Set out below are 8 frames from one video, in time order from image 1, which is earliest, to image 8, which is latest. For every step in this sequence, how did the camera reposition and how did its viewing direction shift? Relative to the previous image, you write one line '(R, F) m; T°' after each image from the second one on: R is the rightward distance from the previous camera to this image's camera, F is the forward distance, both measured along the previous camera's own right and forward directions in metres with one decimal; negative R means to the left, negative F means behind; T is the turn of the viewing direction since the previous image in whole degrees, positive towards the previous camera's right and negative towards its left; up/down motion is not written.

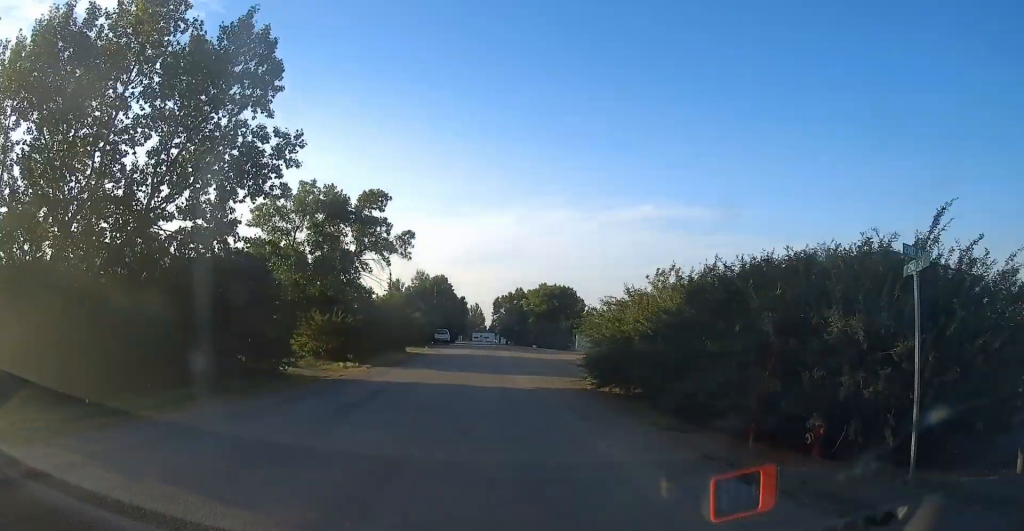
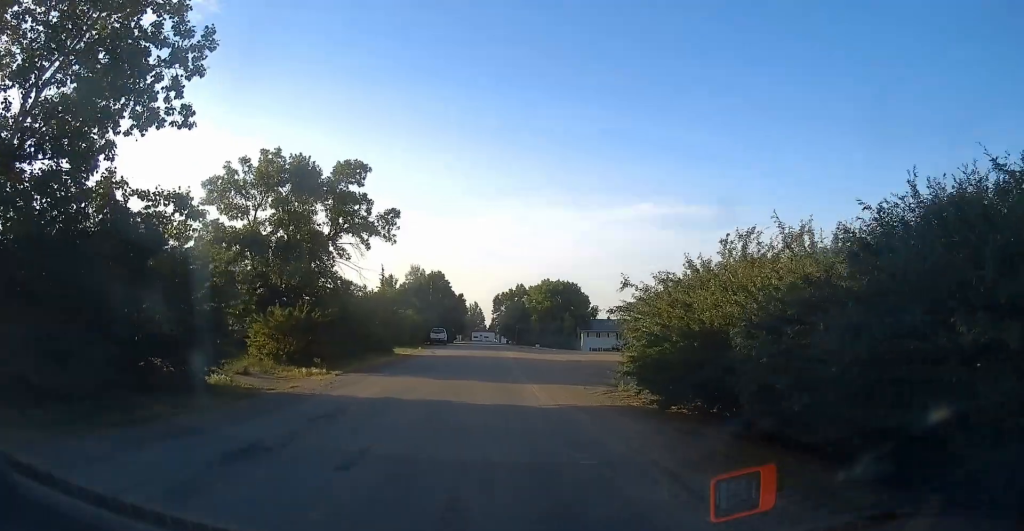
(0.0, +6.7) m; +3°
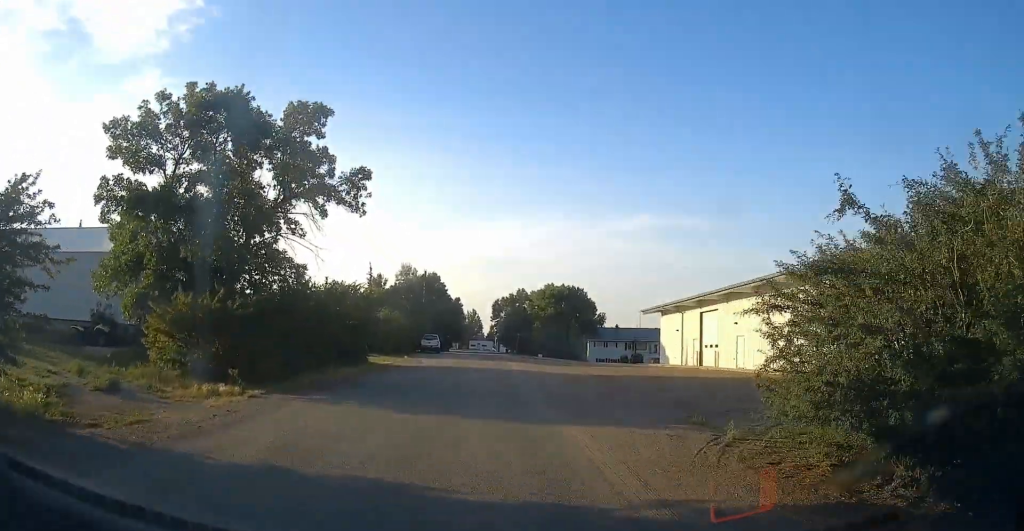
(+0.5, +9.1) m; +1°
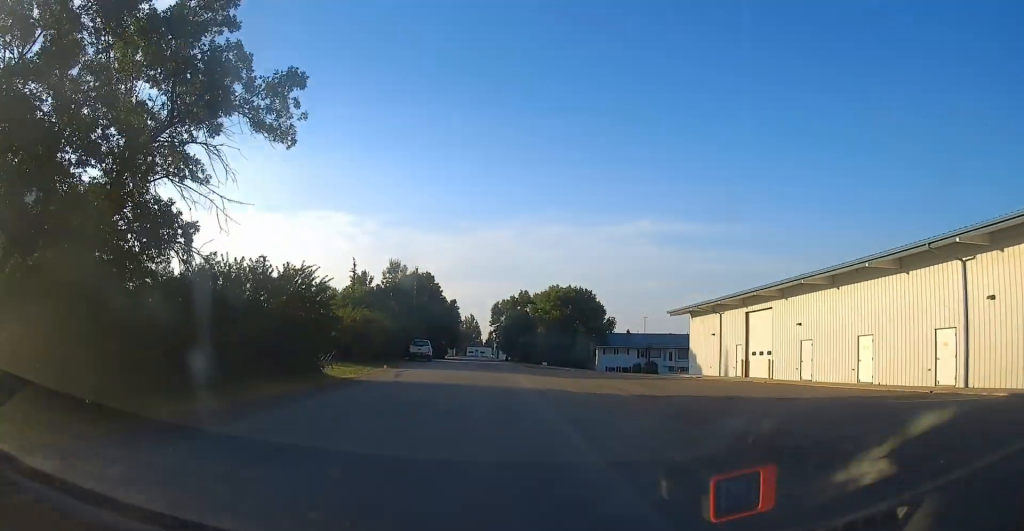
(-0.5, +9.8) m; -4°
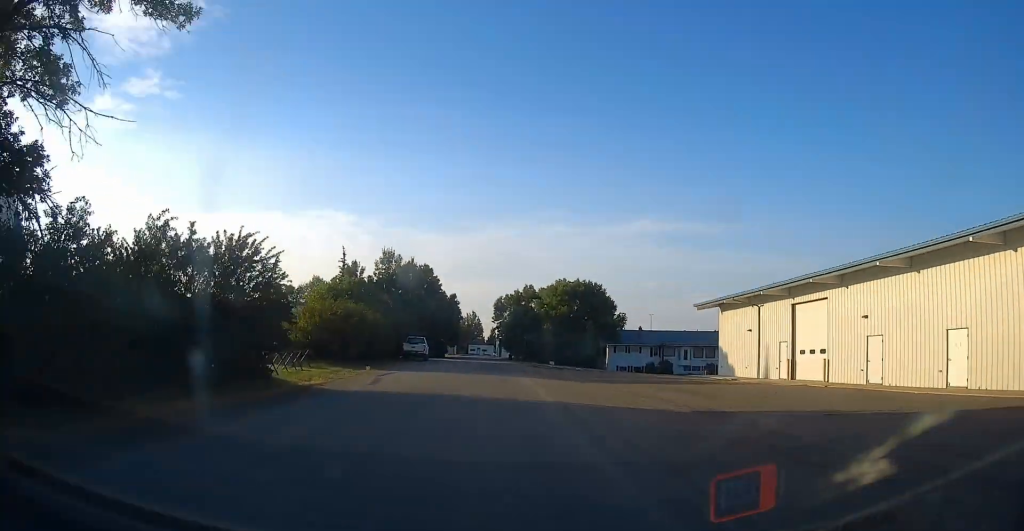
(0.0, +6.8) m; 0°
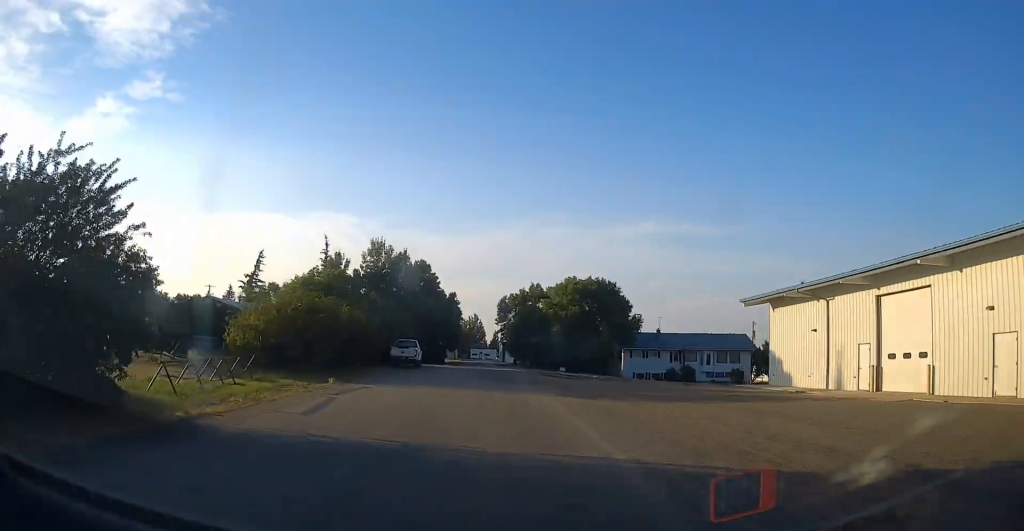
(0.0, +8.9) m; 0°
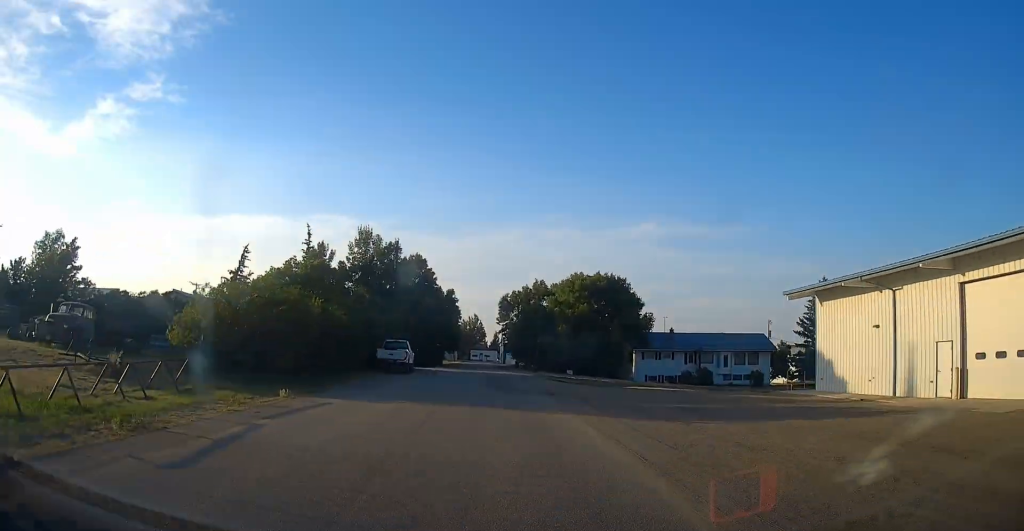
(0.0, +6.2) m; 0°
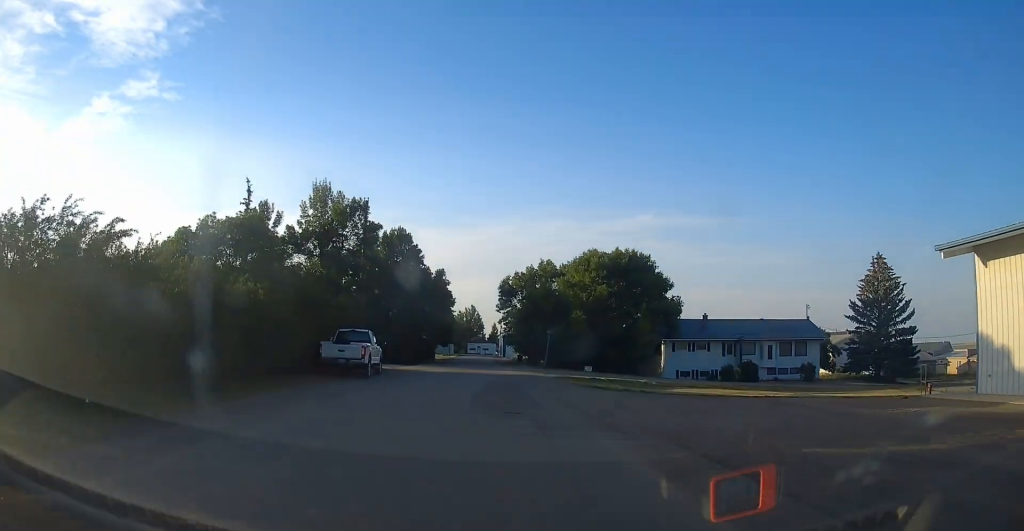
(0.0, +13.3) m; 0°
